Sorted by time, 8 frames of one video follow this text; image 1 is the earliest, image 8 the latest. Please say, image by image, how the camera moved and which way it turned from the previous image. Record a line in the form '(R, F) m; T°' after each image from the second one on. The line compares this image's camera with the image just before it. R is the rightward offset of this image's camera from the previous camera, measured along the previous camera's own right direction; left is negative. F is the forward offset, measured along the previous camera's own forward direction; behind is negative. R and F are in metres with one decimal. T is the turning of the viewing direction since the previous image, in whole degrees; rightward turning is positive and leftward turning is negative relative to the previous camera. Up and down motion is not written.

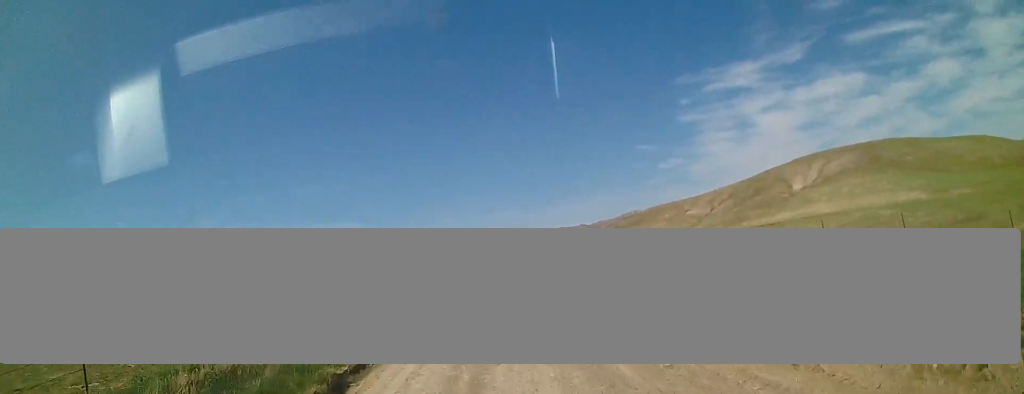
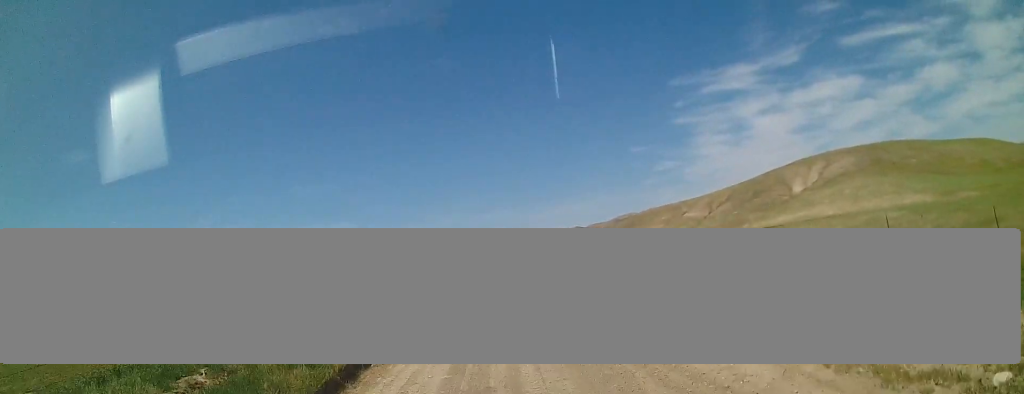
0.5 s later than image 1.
(-0.1, +4.7) m; 0°
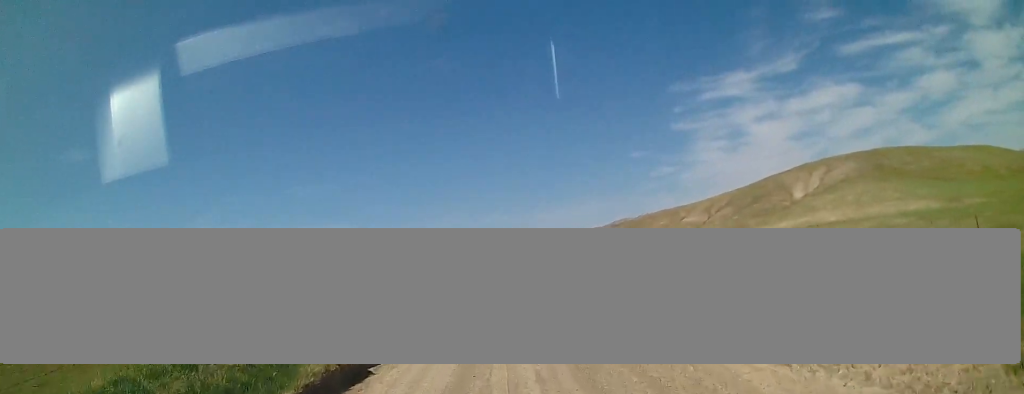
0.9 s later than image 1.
(-0.2, +4.7) m; 0°
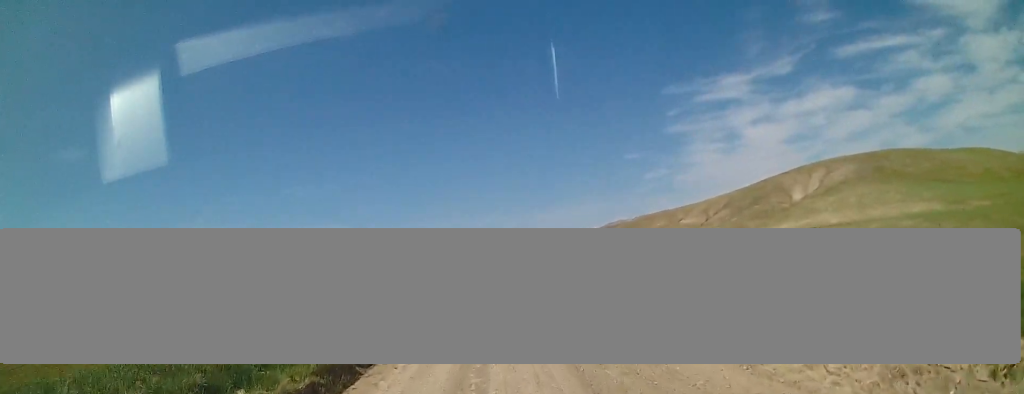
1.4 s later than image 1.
(0.0, +4.4) m; 0°
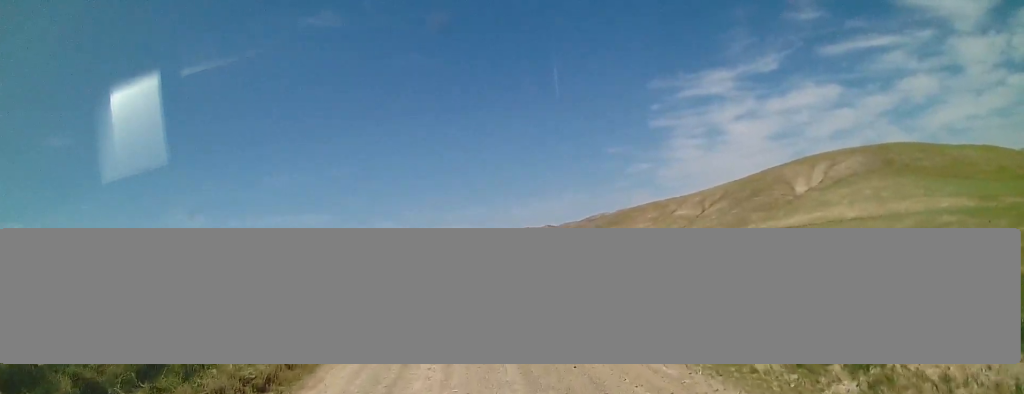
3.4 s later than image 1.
(+0.4, +19.9) m; +2°
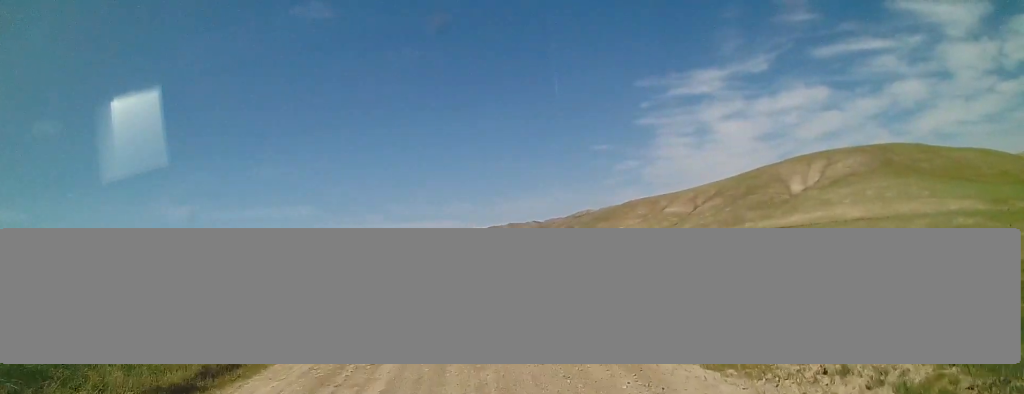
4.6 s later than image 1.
(+0.1, +9.4) m; +2°
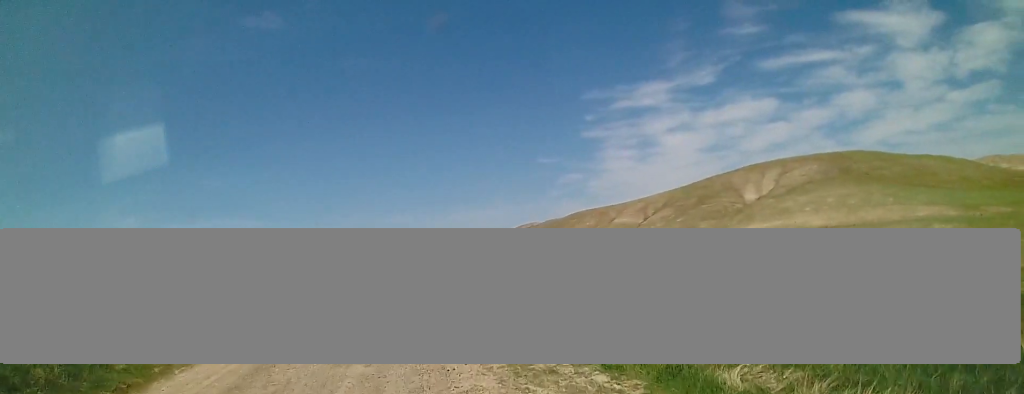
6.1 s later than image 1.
(+0.2, +9.8) m; +2°
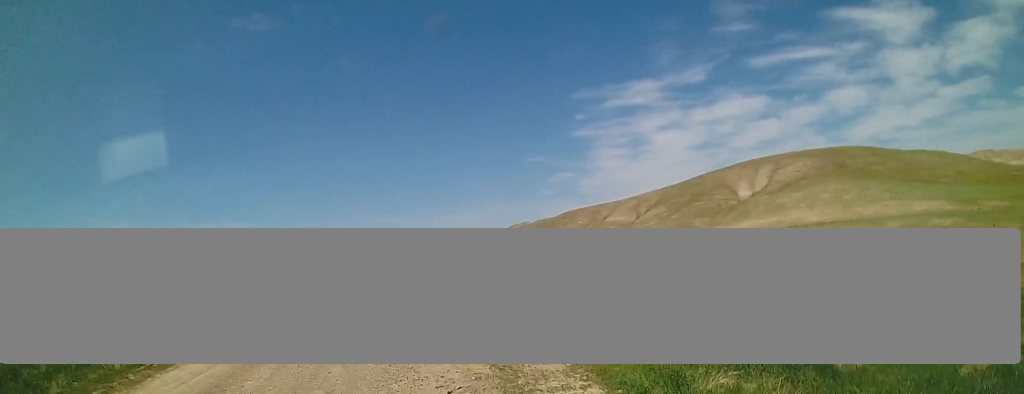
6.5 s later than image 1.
(0.0, +2.1) m; +2°
